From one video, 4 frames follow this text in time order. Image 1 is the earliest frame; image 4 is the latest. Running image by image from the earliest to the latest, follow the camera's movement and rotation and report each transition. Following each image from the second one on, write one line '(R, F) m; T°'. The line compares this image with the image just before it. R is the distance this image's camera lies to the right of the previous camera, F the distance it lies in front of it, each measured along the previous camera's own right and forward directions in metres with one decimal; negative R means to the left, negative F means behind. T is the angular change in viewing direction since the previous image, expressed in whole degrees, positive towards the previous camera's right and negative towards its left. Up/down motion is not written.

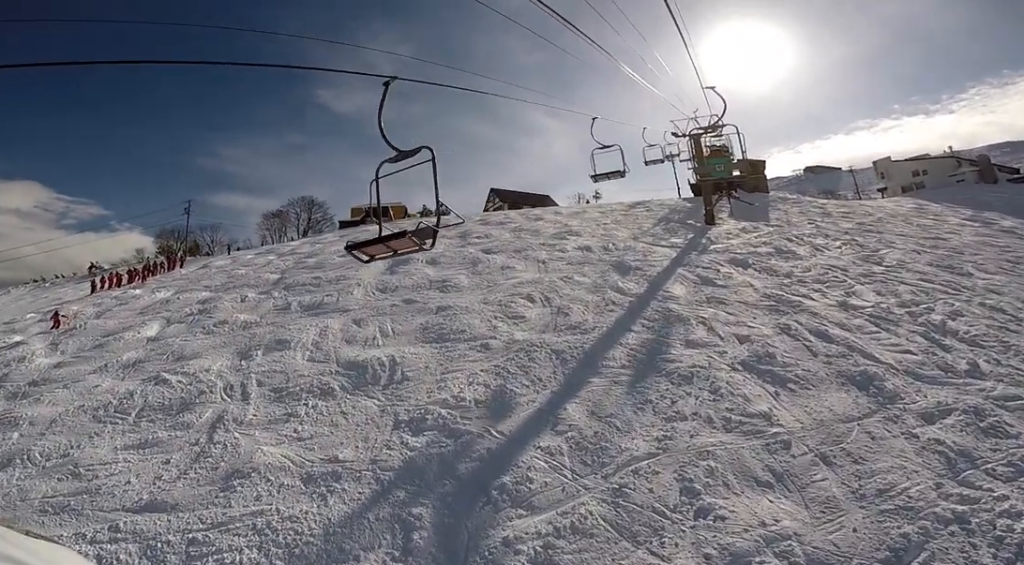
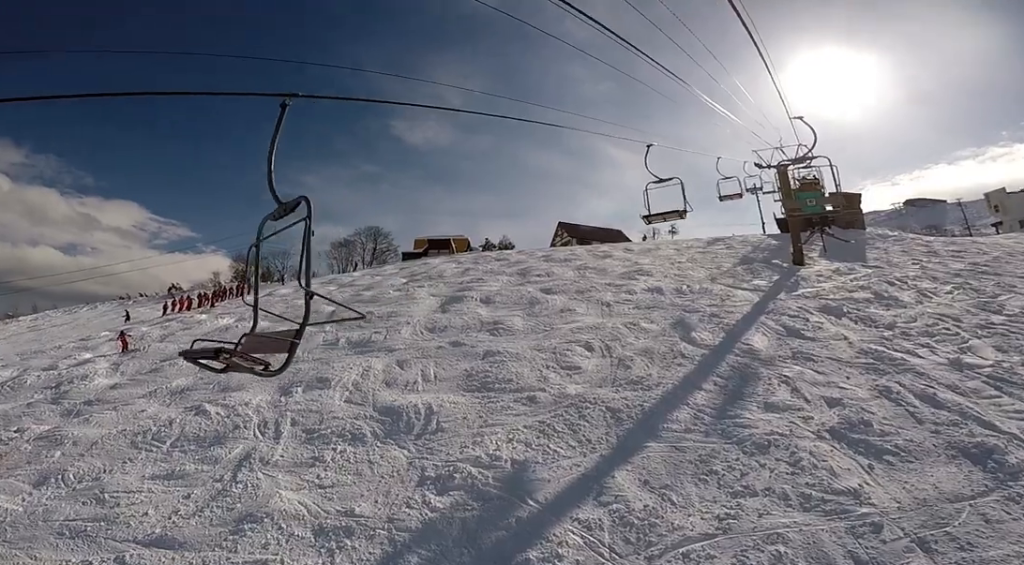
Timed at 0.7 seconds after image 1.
(0.0, +1.4) m; 0°
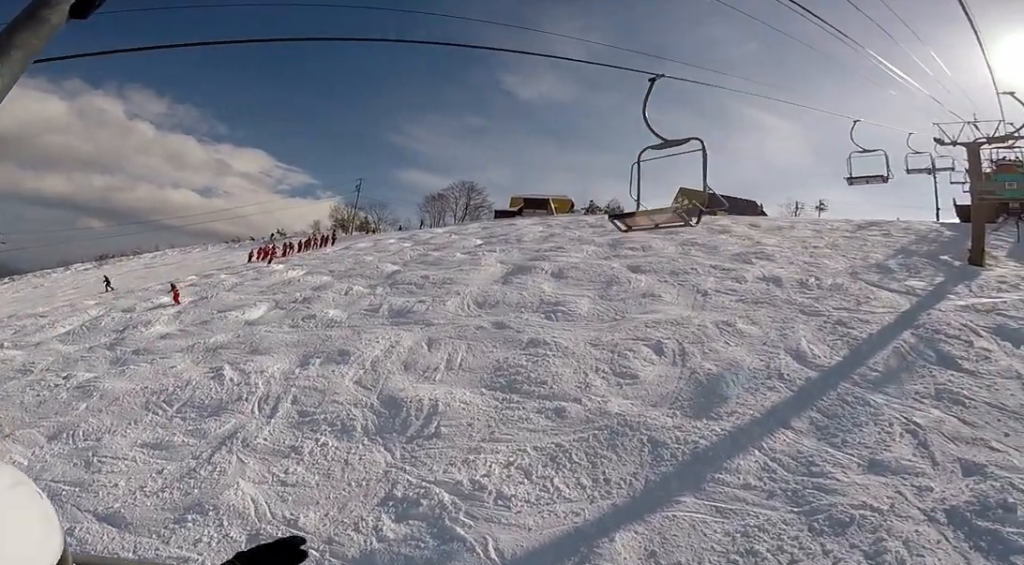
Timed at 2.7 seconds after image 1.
(0.0, +3.9) m; 0°
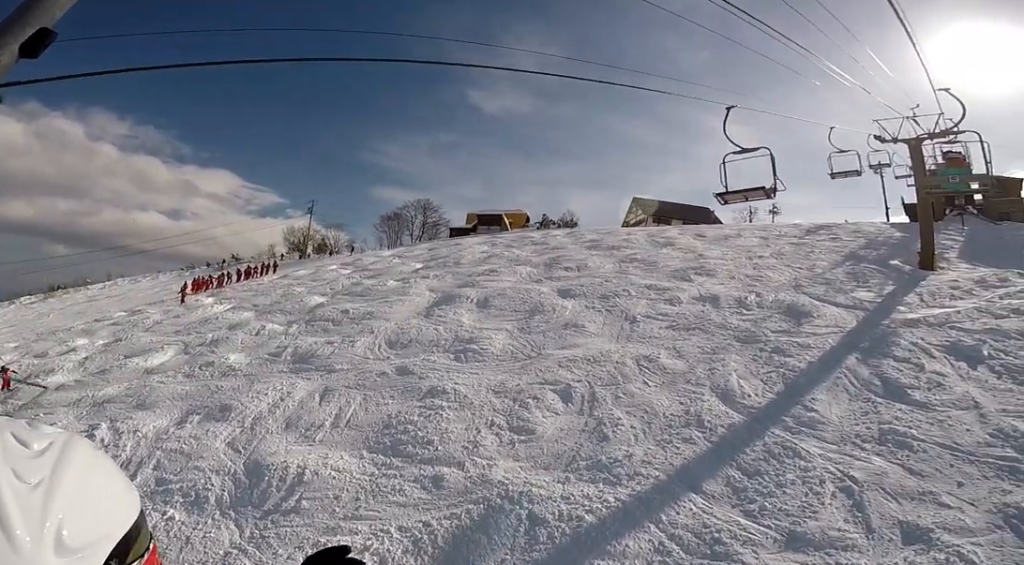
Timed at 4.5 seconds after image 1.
(0.0, +3.7) m; 0°
